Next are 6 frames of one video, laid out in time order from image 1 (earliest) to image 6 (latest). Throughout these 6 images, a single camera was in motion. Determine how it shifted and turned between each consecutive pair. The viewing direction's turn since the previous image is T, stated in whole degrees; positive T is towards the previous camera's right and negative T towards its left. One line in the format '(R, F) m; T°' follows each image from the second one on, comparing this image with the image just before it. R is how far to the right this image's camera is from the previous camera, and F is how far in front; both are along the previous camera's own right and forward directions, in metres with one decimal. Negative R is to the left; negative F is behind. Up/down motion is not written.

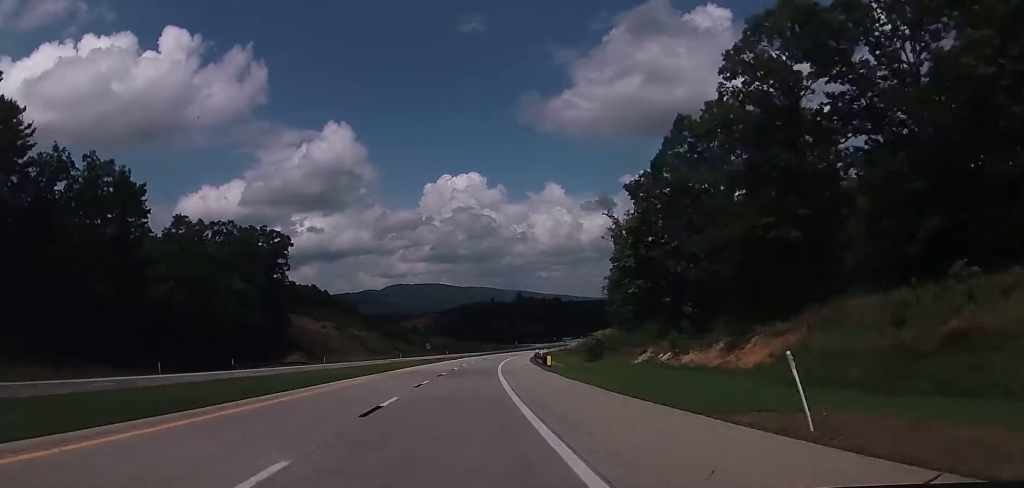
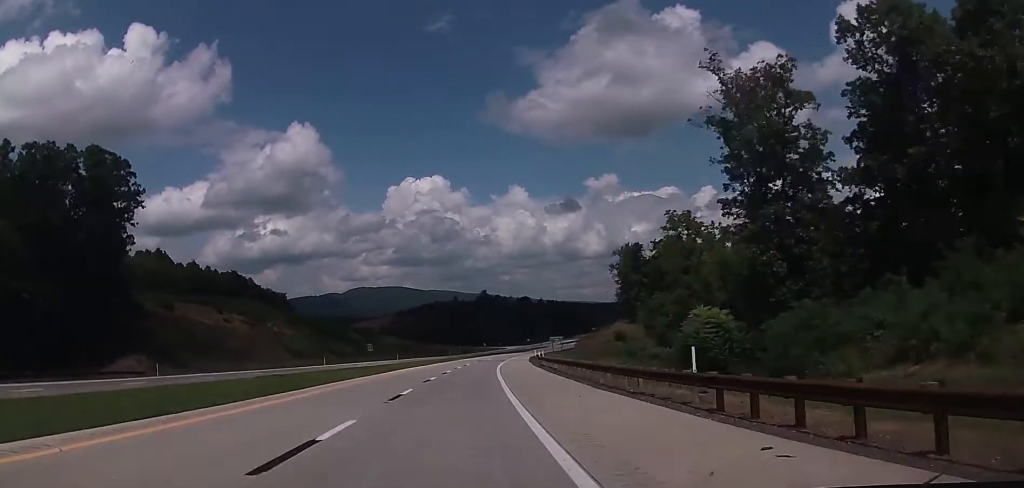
(+1.9, +55.4) m; +3°
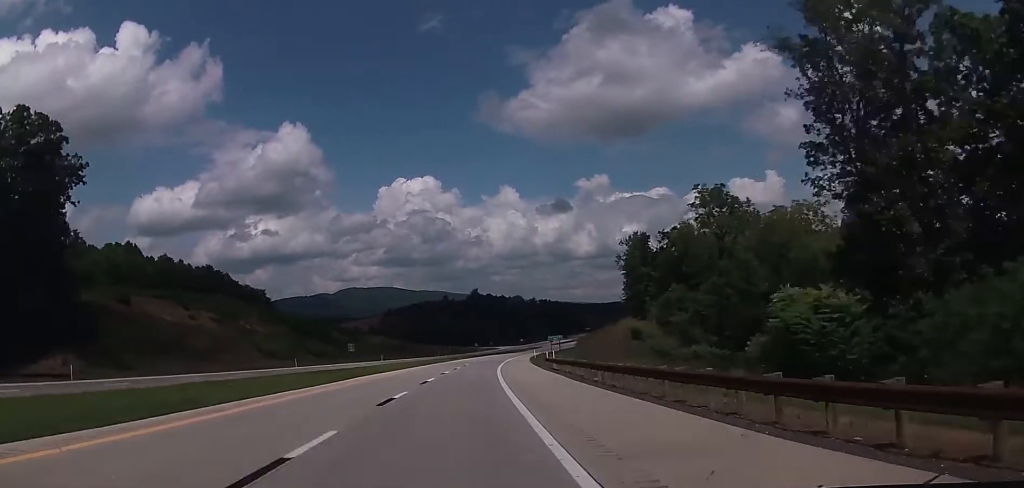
(0.0, +14.4) m; +1°
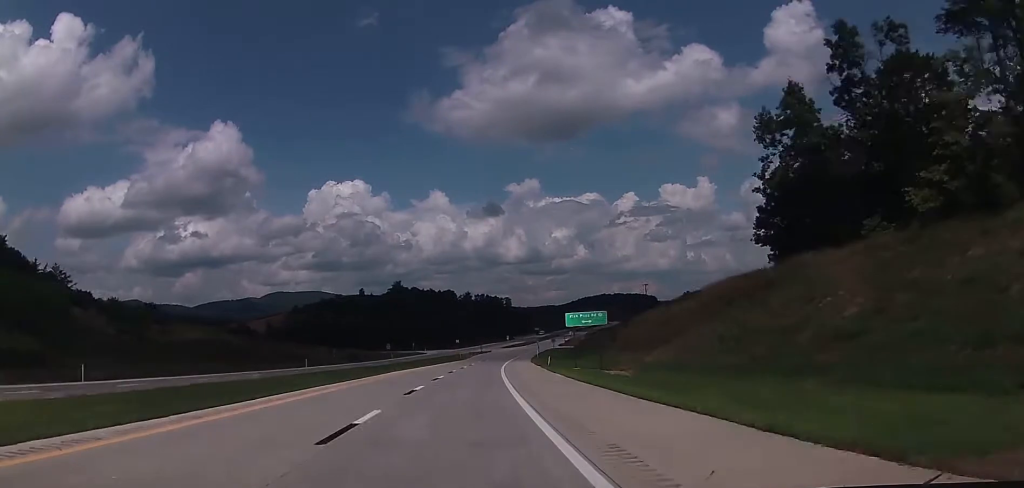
(+5.4, +105.8) m; +6°
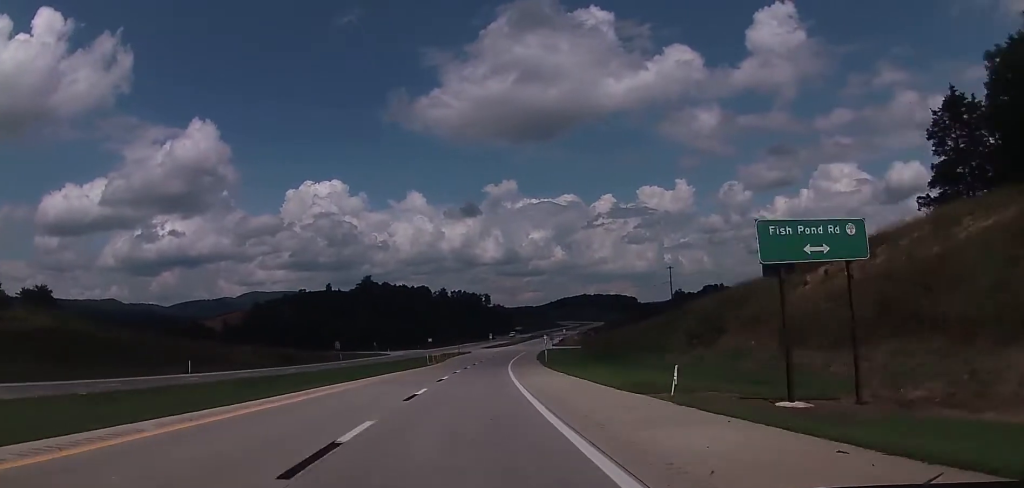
(+0.7, +39.7) m; +2°
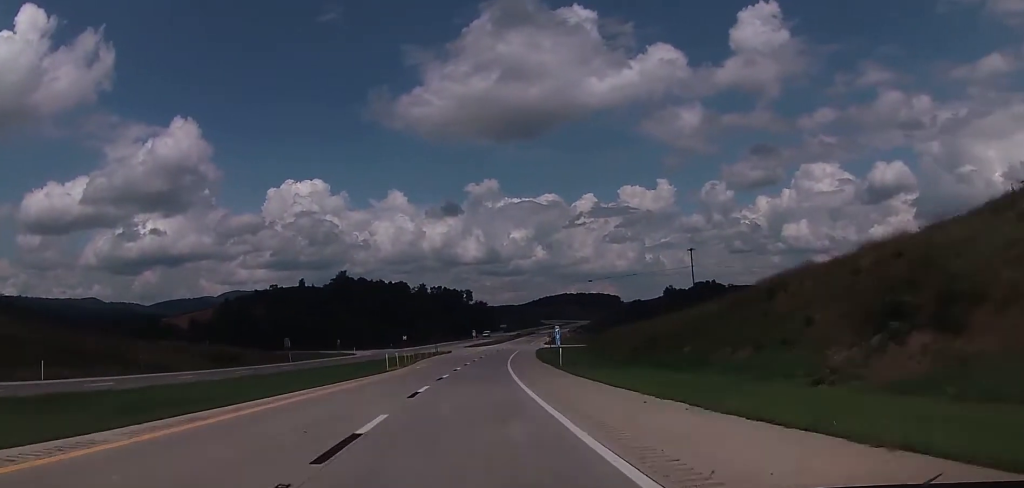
(+0.1, +24.2) m; +2°
